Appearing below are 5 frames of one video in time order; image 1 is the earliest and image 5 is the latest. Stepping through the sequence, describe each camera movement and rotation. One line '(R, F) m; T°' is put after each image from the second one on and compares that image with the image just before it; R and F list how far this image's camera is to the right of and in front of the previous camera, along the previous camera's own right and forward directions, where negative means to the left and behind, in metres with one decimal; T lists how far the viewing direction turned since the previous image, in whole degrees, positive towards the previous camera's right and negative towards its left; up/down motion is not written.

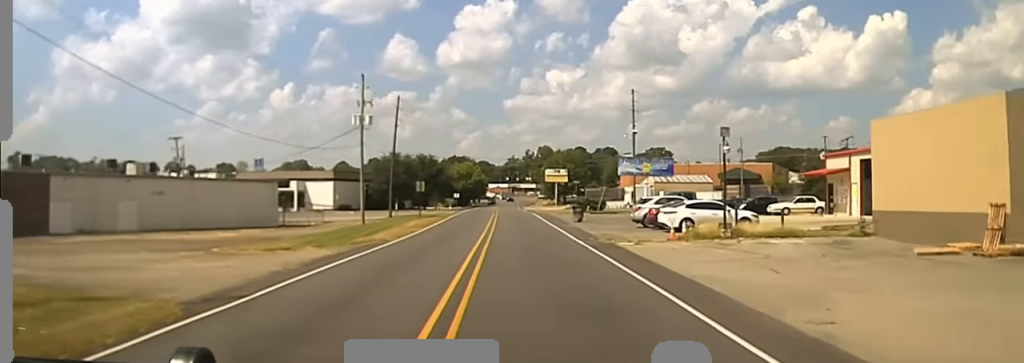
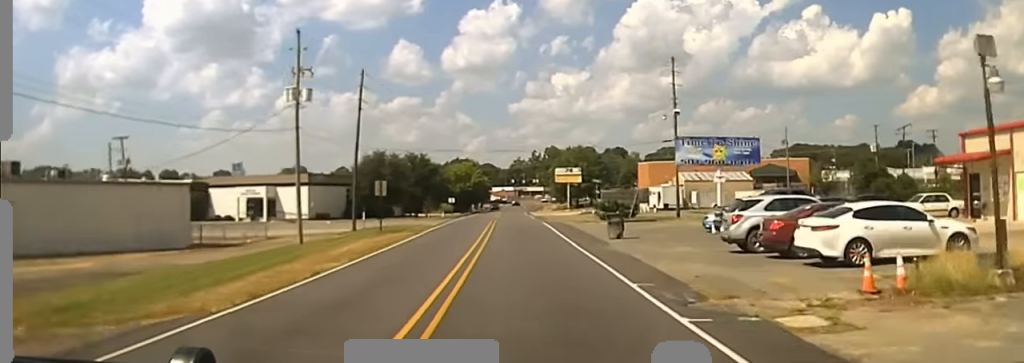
(-0.4, +19.7) m; -1°
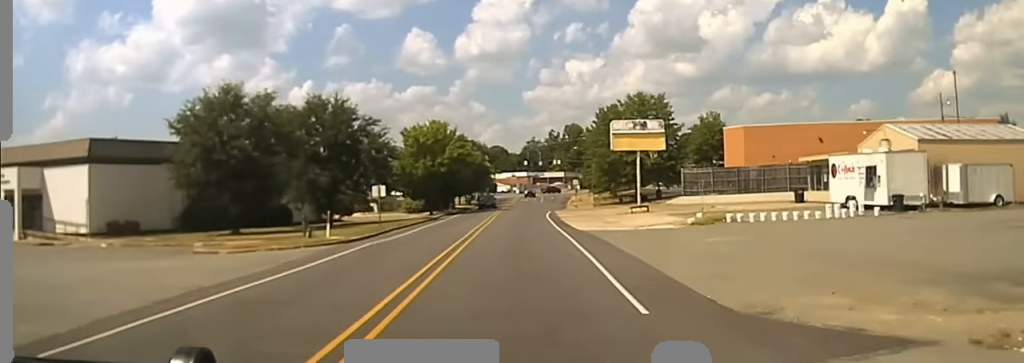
(-0.9, +63.4) m; -1°
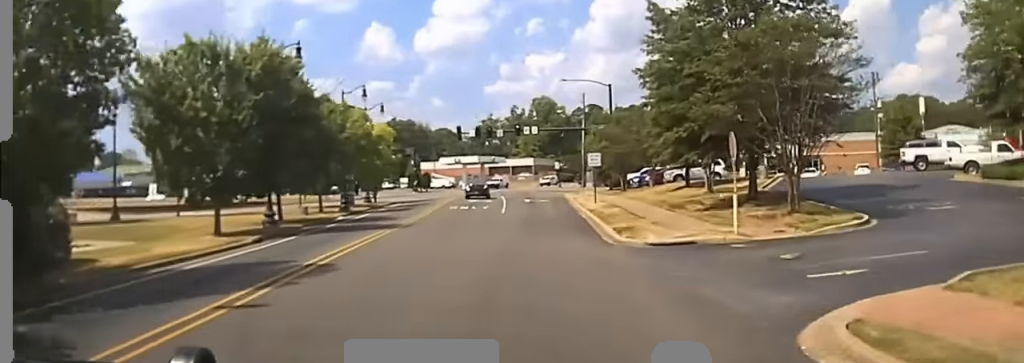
(+0.4, +89.9) m; +1°
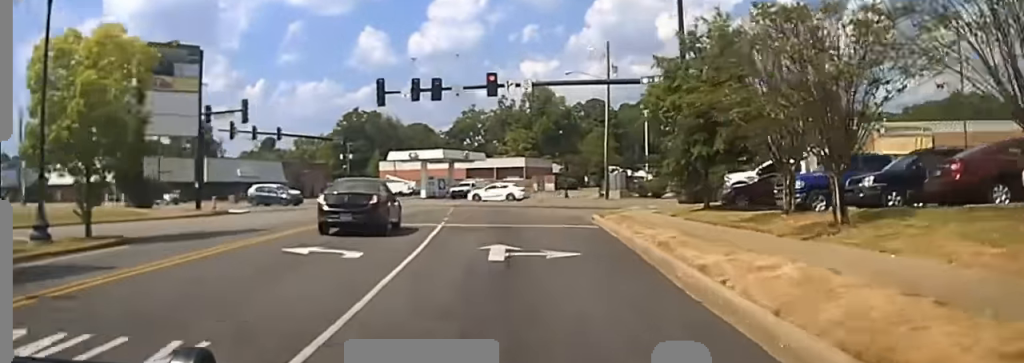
(+1.1, +52.5) m; +2°
